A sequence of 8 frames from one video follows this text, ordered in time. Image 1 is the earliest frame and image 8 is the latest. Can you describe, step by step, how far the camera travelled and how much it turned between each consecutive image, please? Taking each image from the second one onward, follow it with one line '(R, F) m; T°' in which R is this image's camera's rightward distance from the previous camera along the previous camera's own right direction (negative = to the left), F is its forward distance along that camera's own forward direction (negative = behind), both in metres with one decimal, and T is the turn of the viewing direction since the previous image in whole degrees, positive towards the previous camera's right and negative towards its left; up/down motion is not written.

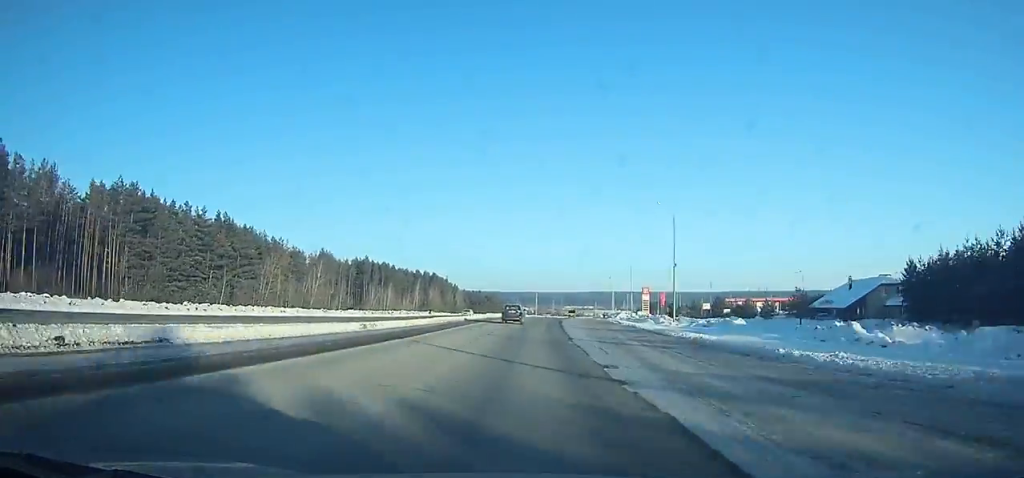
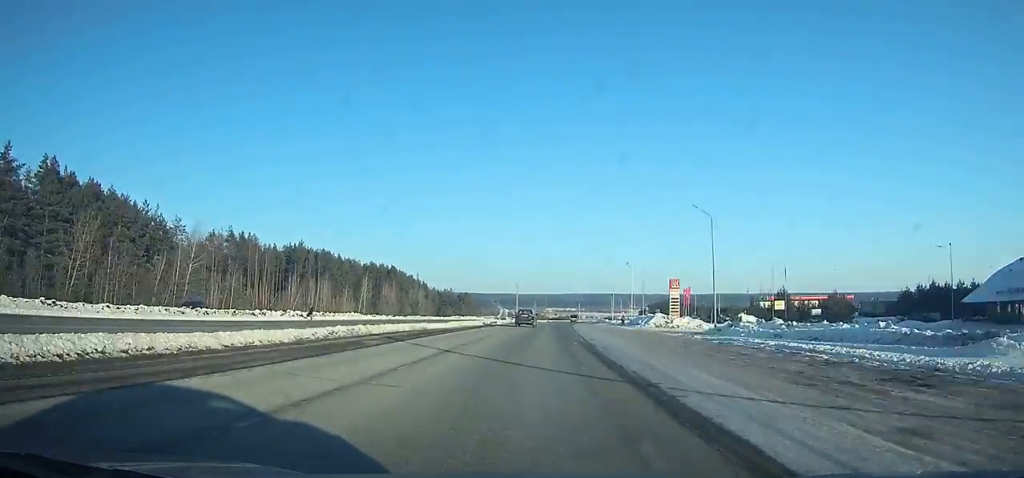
(+0.5, +51.0) m; +2°
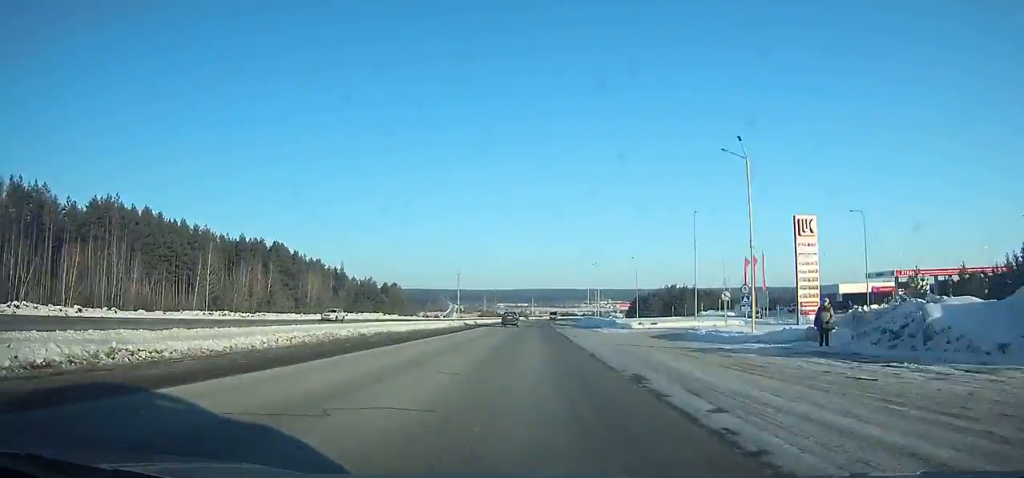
(+2.0, +70.4) m; +3°
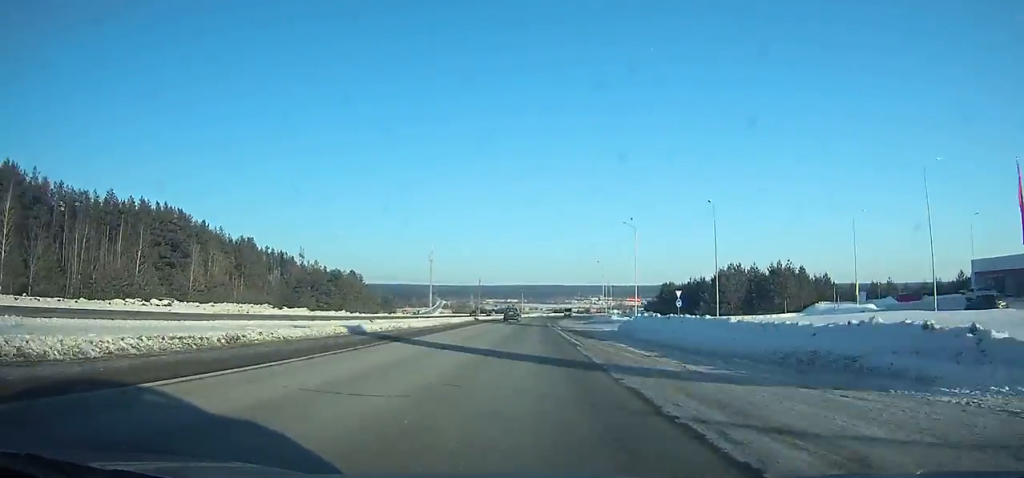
(+1.0, +51.1) m; +2°
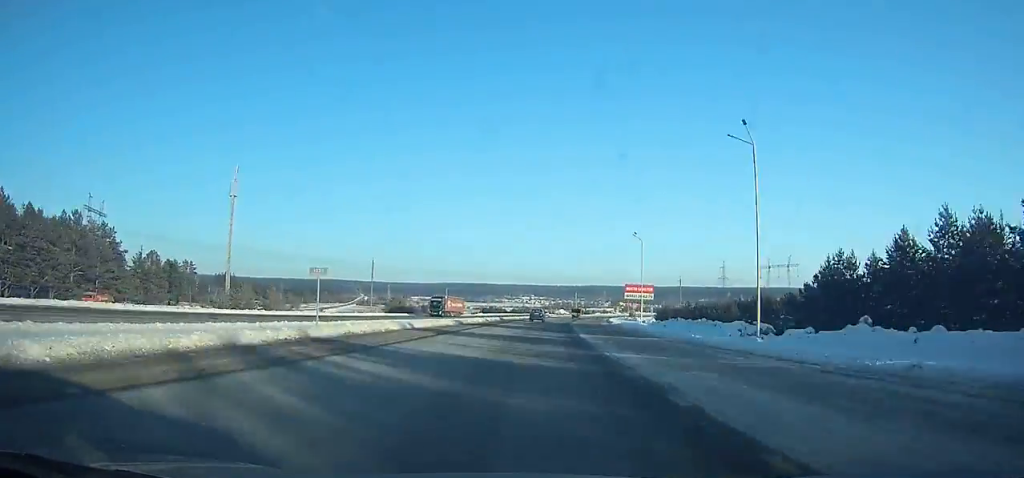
(+6.3, +117.1) m; +7°
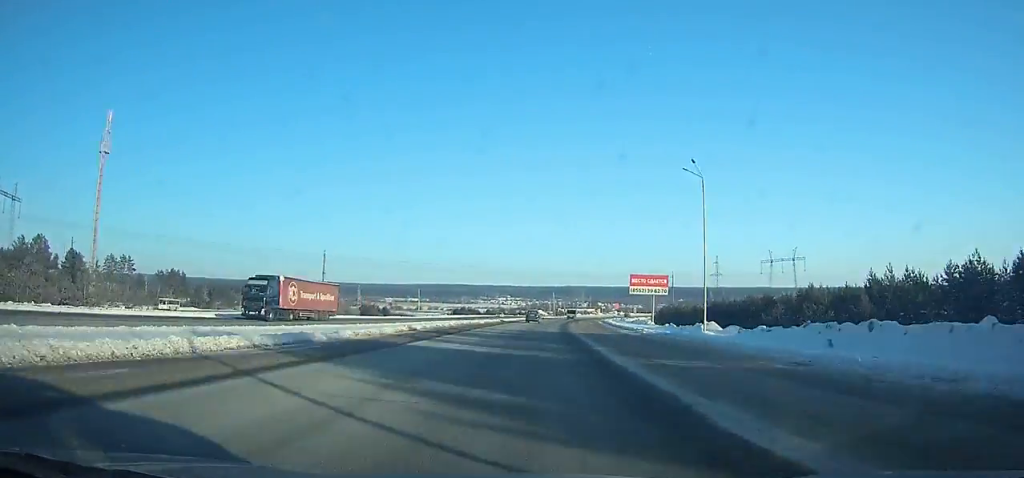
(+0.1, +31.8) m; +2°
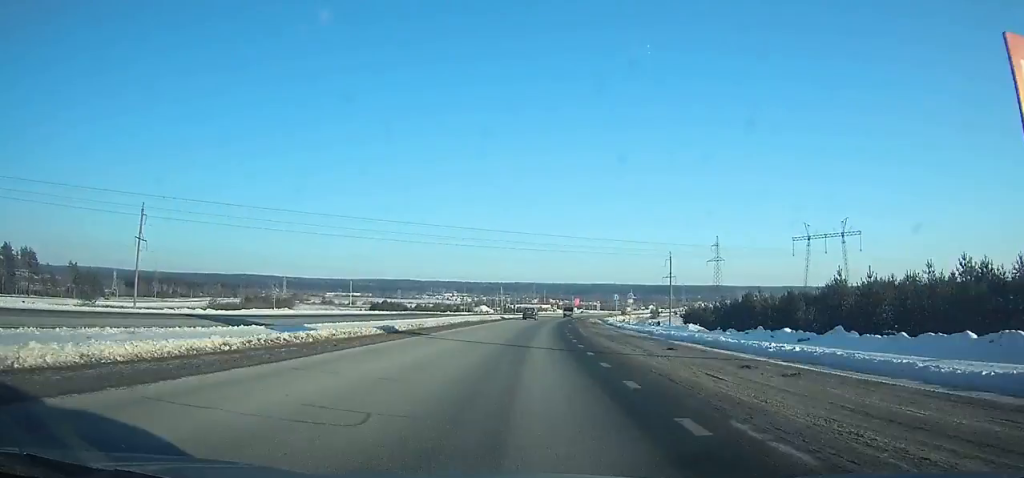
(+3.6, +78.7) m; +5°
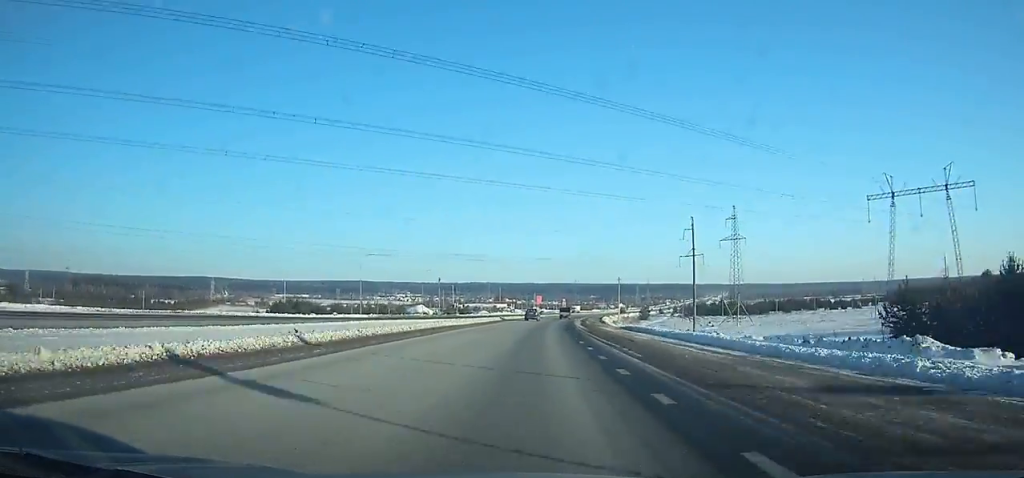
(+2.5, +68.1) m; +4°
